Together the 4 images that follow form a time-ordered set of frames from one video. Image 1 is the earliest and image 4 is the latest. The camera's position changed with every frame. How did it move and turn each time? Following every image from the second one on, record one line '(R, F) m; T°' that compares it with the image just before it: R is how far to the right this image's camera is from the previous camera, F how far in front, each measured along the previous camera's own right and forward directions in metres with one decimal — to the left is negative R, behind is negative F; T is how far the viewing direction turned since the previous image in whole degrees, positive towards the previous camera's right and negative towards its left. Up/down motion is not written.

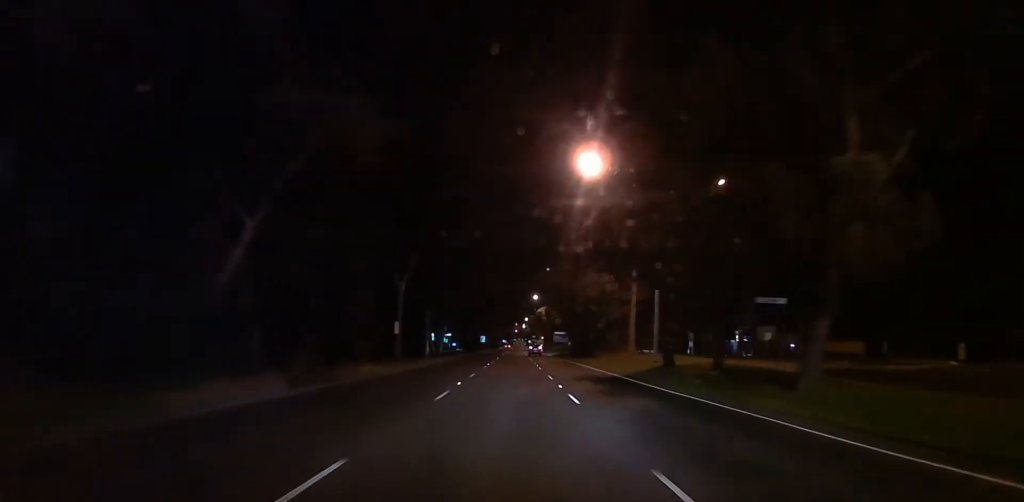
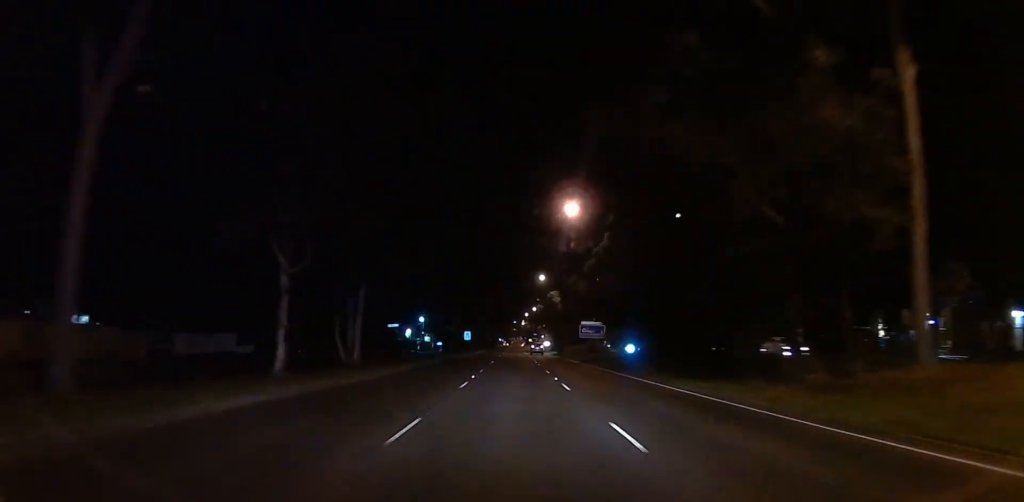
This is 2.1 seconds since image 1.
(+0.2, +43.6) m; +1°
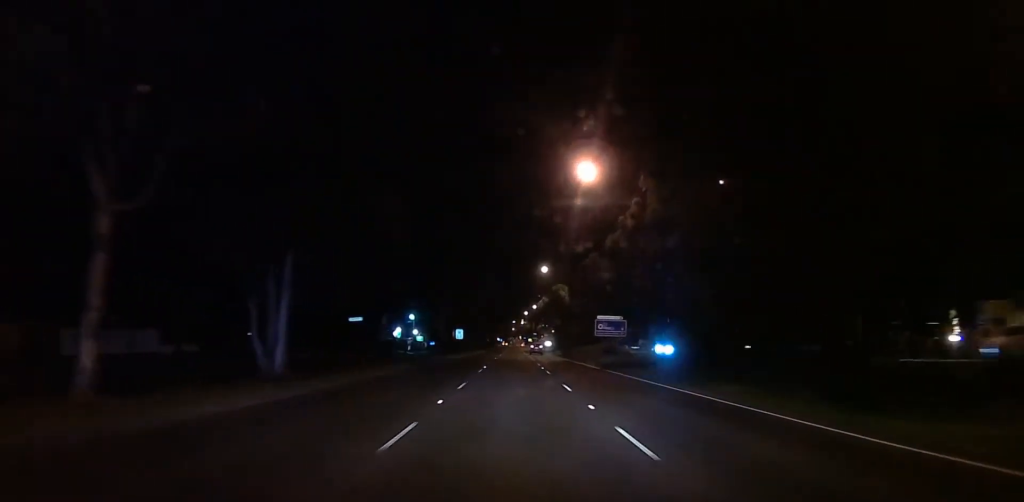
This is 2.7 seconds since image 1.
(+0.1, +12.3) m; +1°
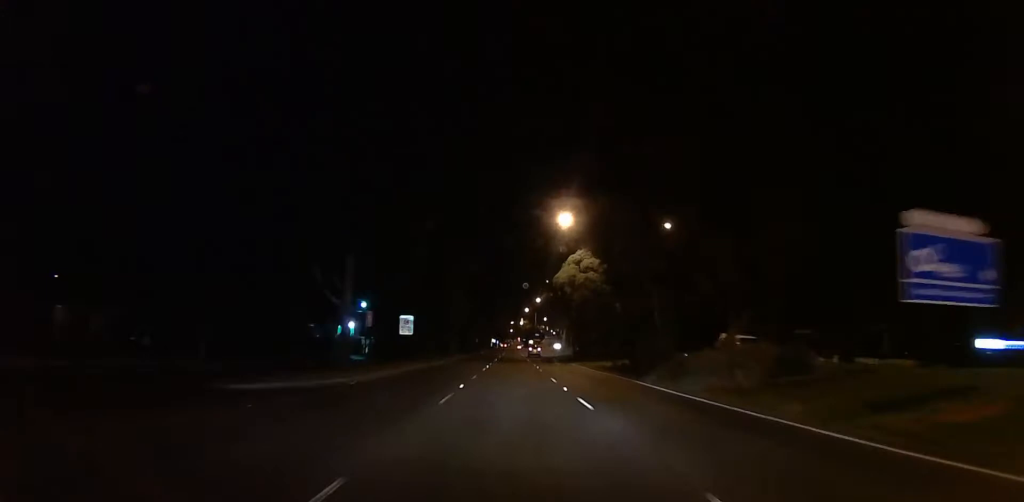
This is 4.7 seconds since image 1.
(+0.5, +40.4) m; 0°
